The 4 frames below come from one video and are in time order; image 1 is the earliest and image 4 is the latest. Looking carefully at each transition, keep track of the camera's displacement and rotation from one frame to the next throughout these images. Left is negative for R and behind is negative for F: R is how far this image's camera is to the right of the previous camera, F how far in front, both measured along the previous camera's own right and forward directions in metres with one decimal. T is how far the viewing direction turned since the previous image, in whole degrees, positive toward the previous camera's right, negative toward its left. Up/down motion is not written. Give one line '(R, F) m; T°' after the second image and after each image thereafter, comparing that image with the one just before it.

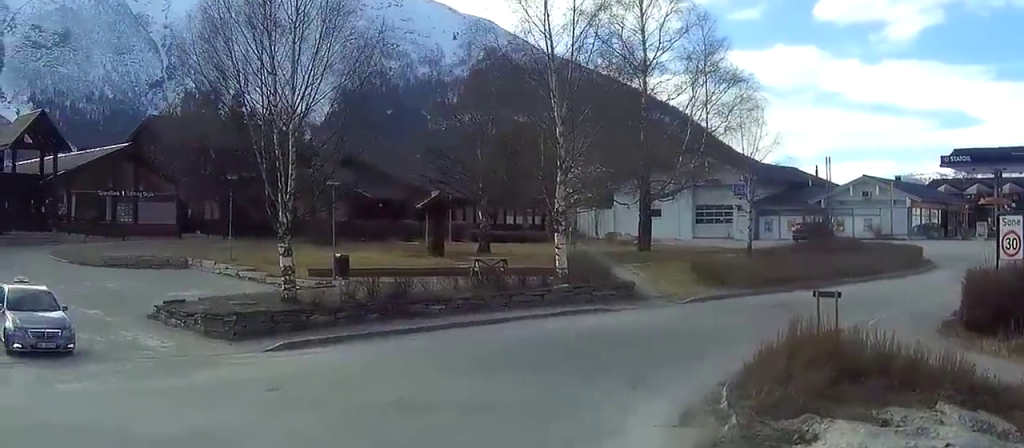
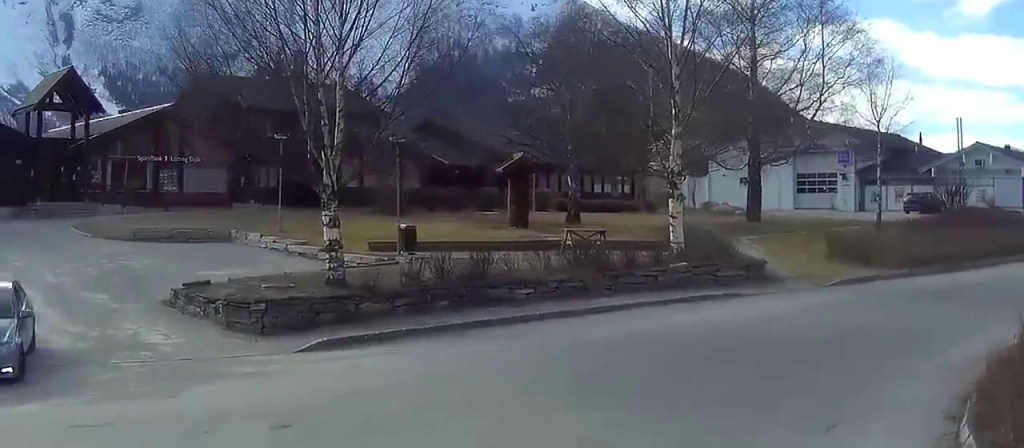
(-0.2, +5.9) m; -1°
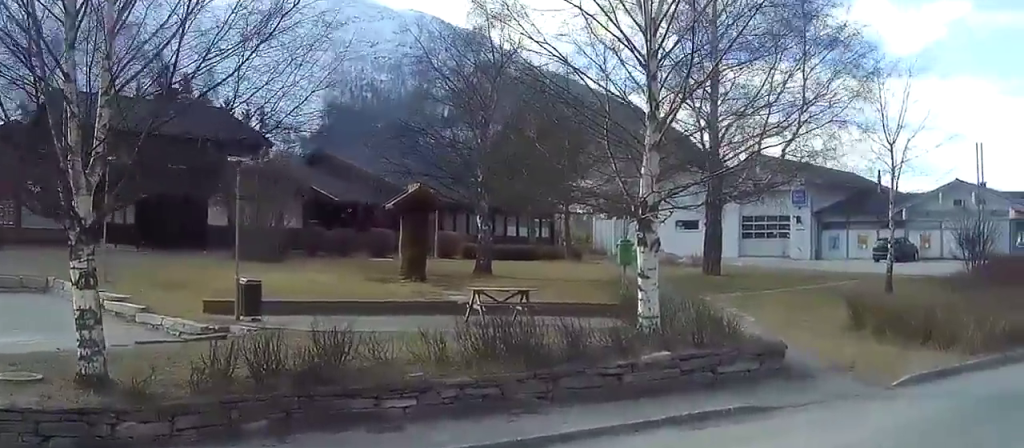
(0.0, +10.1) m; +6°
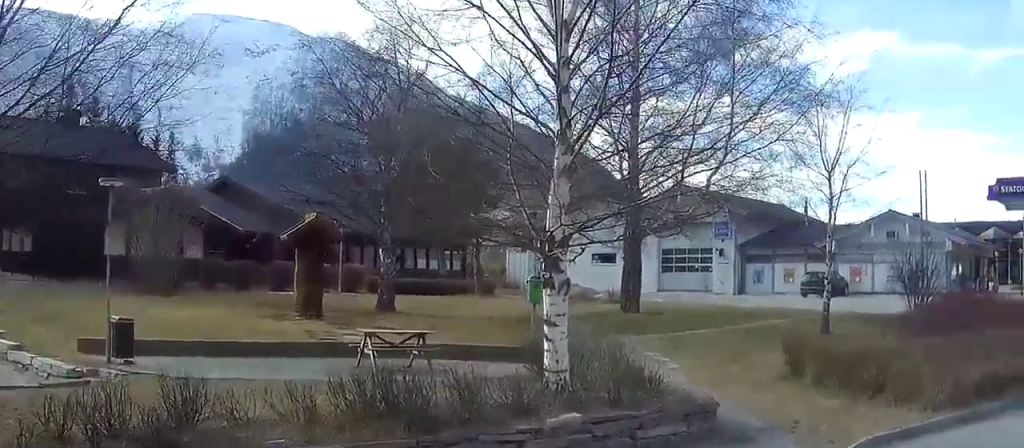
(+0.3, +2.4) m; +4°
